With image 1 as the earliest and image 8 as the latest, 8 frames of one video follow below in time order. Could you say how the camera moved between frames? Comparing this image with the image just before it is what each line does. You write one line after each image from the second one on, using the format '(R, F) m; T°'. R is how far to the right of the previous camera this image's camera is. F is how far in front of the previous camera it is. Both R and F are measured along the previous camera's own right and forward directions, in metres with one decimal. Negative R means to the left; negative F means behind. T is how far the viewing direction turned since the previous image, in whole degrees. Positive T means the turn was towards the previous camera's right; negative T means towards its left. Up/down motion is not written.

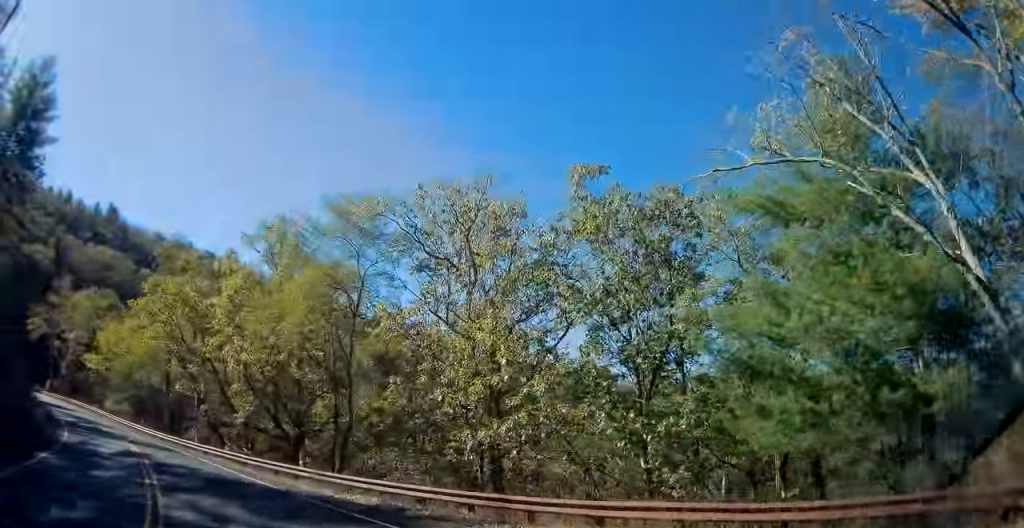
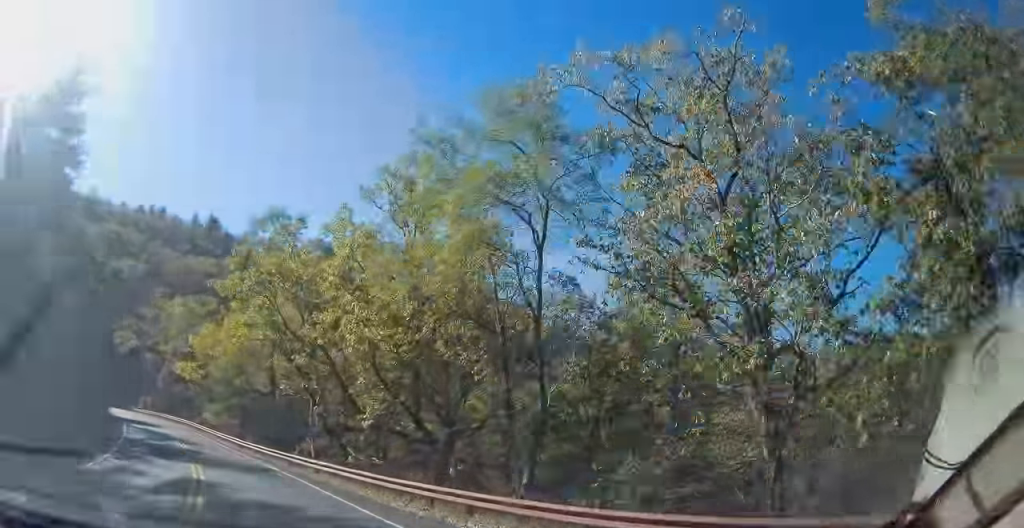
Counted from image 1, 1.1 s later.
(-2.4, +8.0) m; -22°
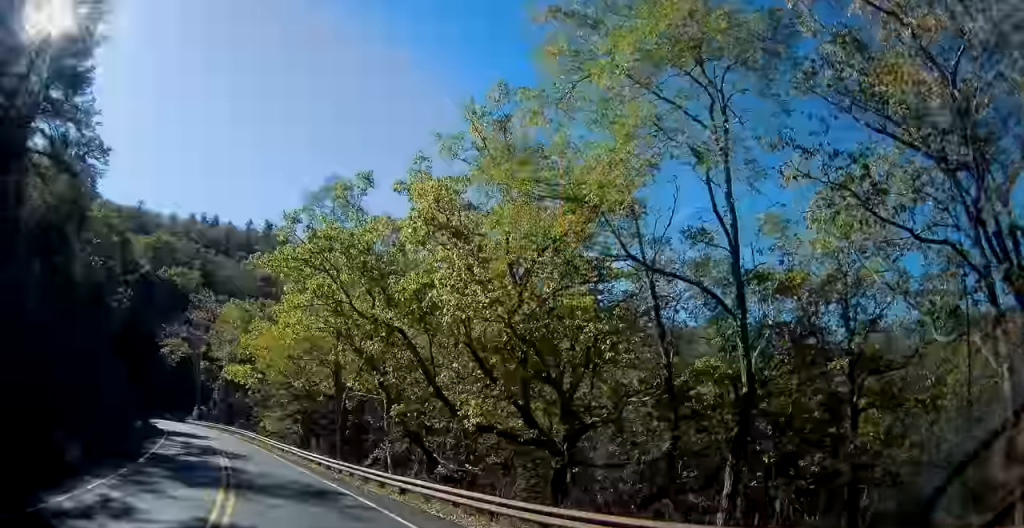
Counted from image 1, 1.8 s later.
(-0.4, +6.0) m; -3°
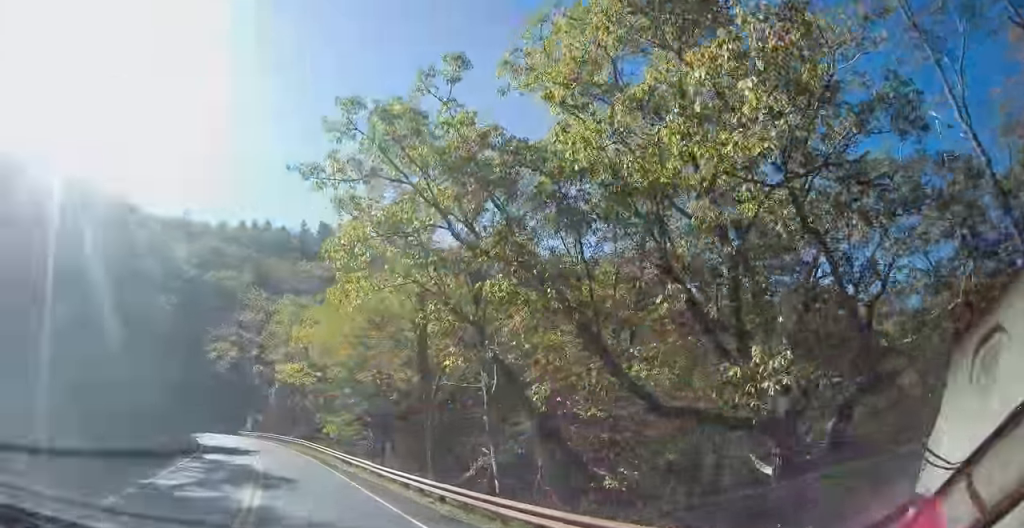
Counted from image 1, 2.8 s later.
(-0.1, +8.8) m; -1°
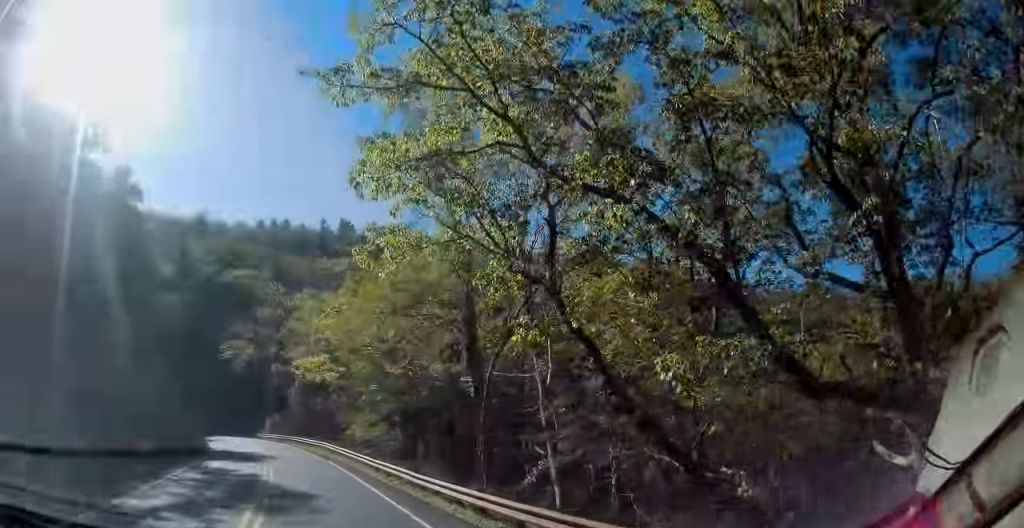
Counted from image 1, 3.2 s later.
(0.0, +4.2) m; 0°
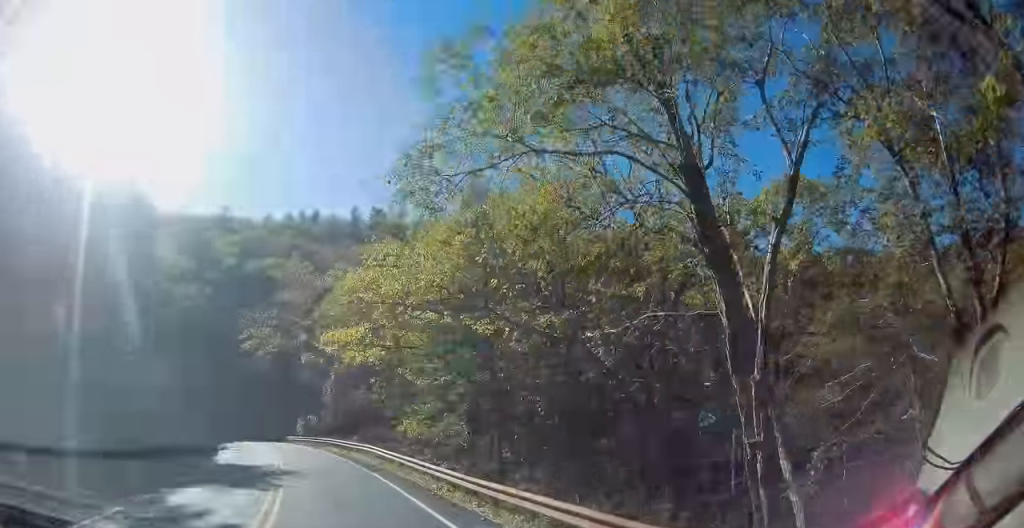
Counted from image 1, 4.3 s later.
(0.0, +10.7) m; 0°
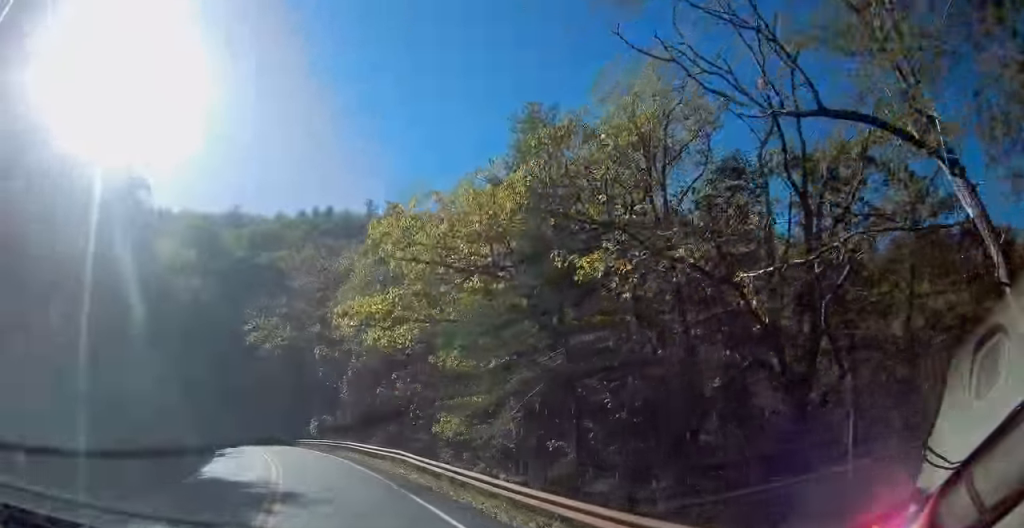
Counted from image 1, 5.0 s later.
(0.0, +7.1) m; 0°
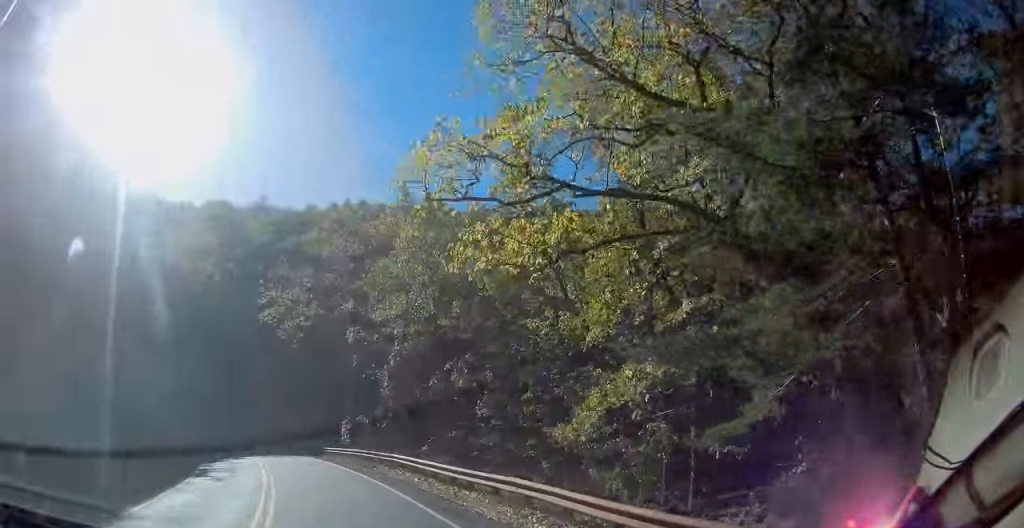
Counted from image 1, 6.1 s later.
(0.0, +12.7) m; 0°
